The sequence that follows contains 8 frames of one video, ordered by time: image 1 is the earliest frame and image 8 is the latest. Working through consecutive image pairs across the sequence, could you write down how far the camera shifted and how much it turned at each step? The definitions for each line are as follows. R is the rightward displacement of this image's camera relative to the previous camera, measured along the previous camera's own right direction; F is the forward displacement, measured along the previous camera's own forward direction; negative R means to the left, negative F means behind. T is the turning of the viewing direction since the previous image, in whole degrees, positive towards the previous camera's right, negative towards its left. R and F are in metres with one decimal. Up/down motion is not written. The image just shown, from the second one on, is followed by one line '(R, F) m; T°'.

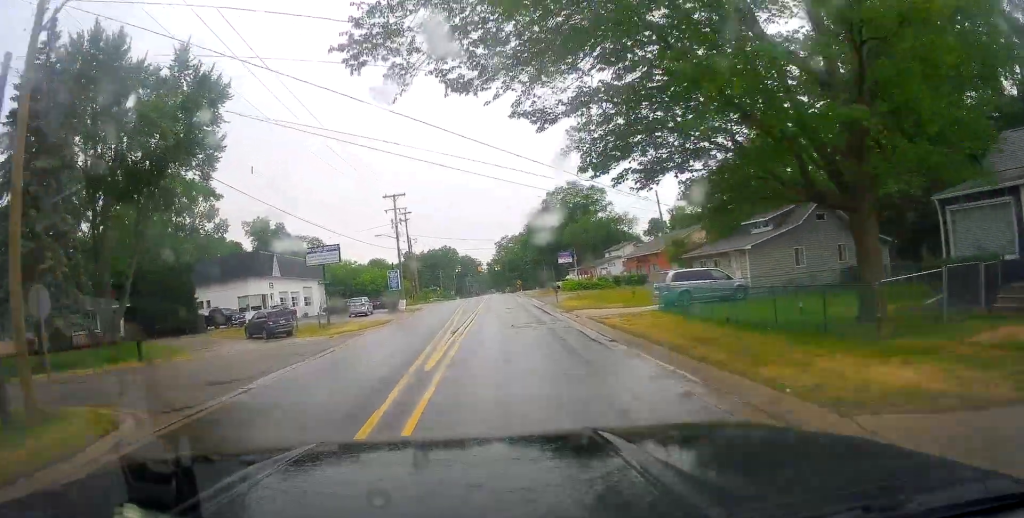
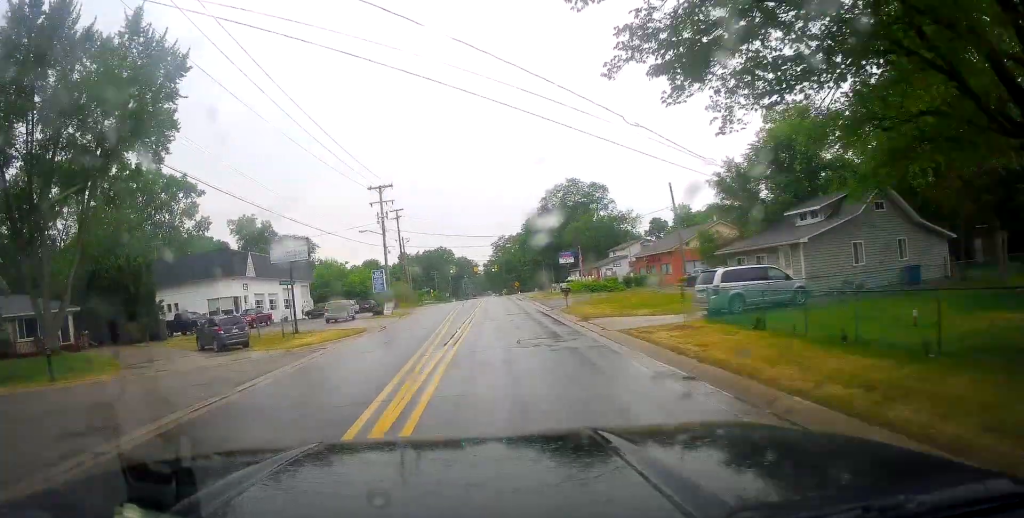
(0.0, +6.3) m; +1°
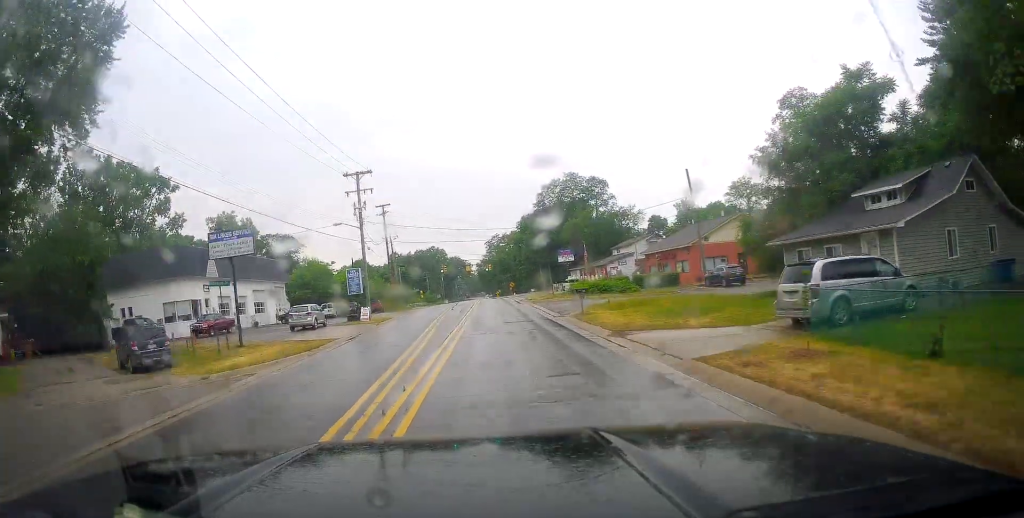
(-0.1, +7.3) m; +1°
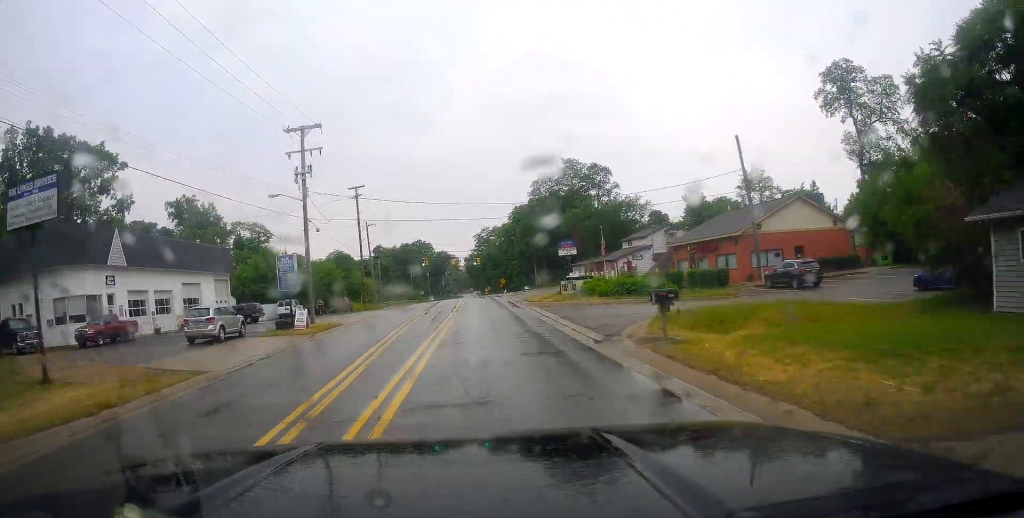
(+0.4, +13.0) m; +2°
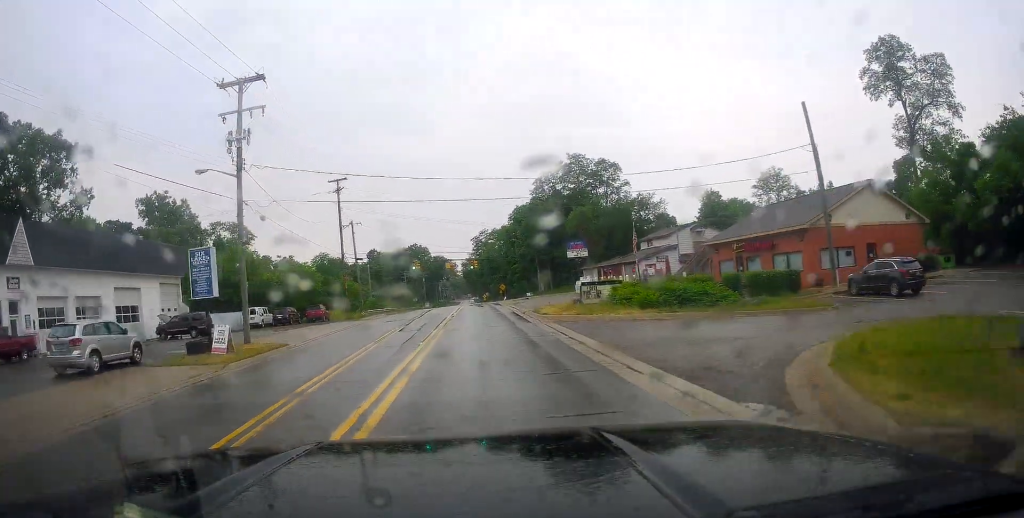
(+0.1, +9.7) m; +1°
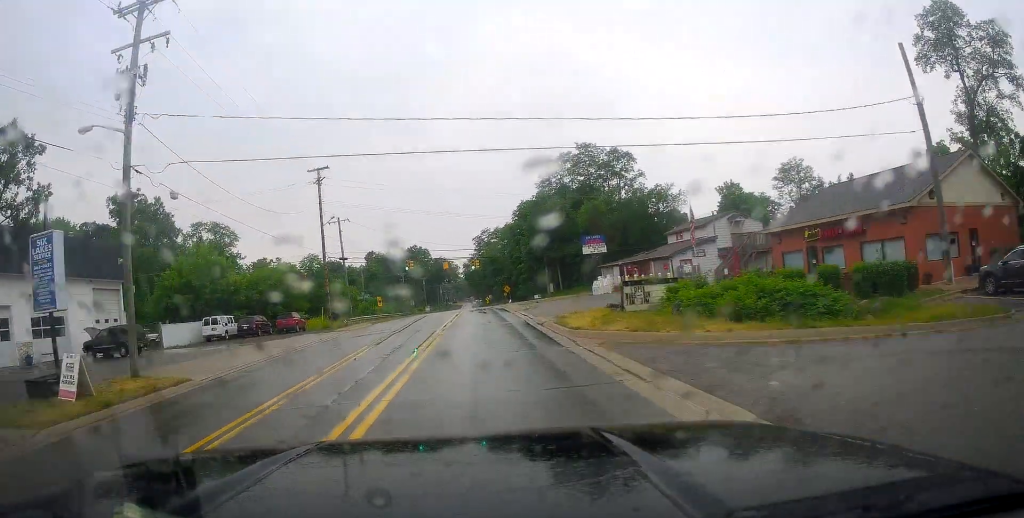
(0.0, +9.3) m; +1°
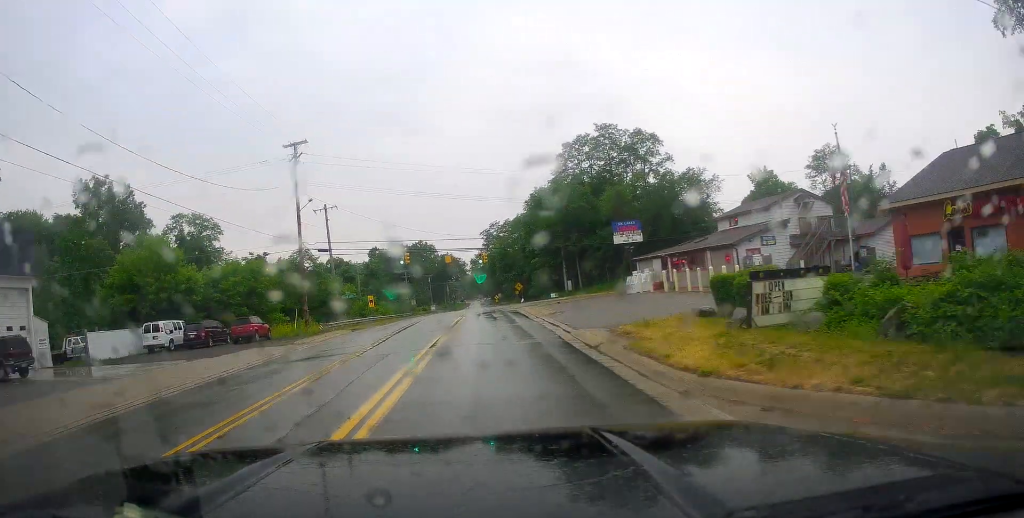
(+0.4, +11.0) m; -2°
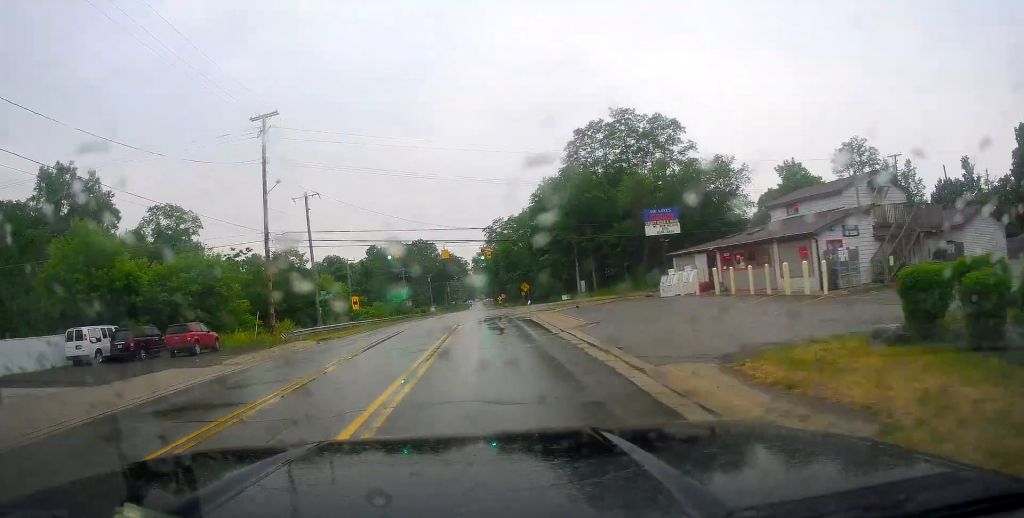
(-0.4, +8.9) m; -1°
